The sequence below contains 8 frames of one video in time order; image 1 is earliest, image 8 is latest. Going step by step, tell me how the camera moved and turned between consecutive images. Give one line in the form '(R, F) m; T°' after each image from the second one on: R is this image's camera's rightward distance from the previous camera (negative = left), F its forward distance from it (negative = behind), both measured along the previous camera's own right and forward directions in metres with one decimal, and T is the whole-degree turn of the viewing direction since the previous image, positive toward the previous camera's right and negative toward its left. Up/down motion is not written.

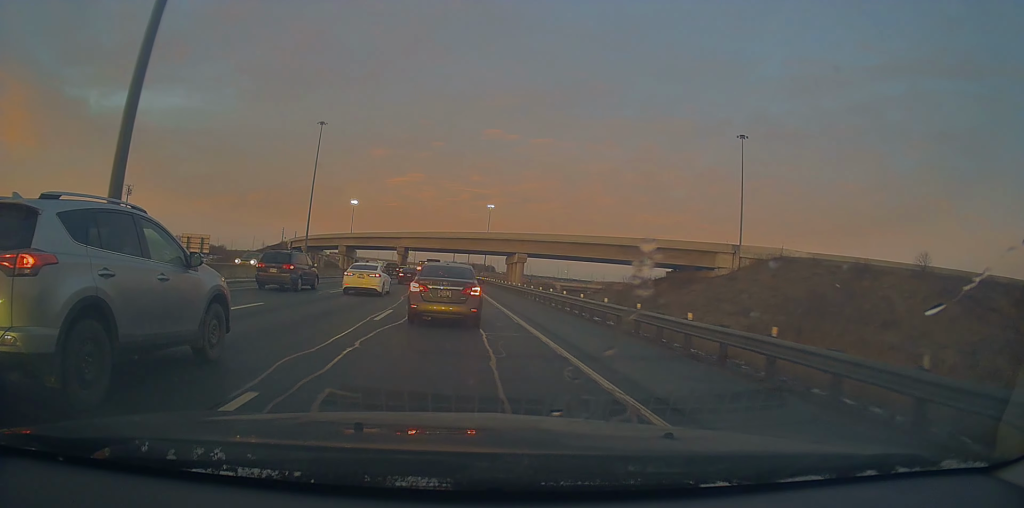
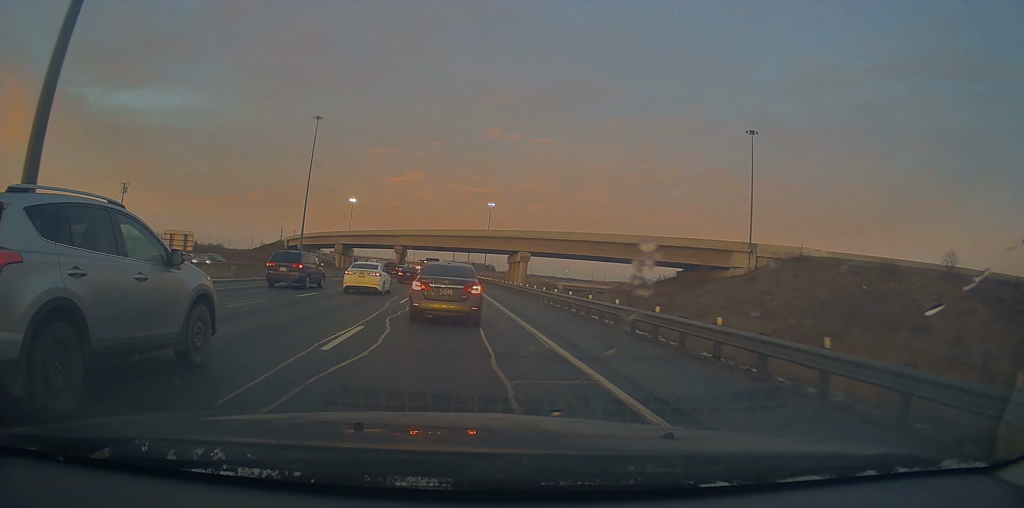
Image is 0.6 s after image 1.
(-0.6, +5.3) m; -2°
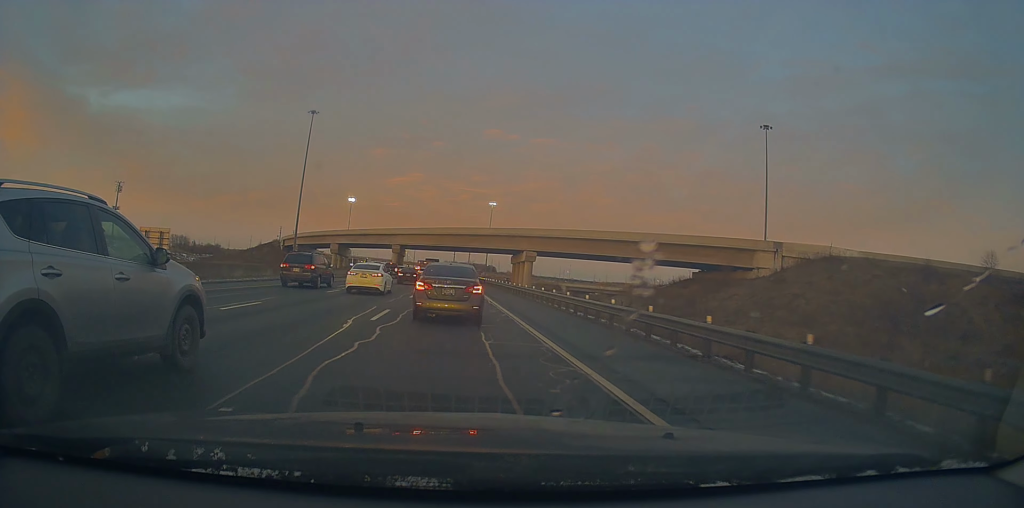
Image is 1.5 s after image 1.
(0.0, +7.0) m; +1°
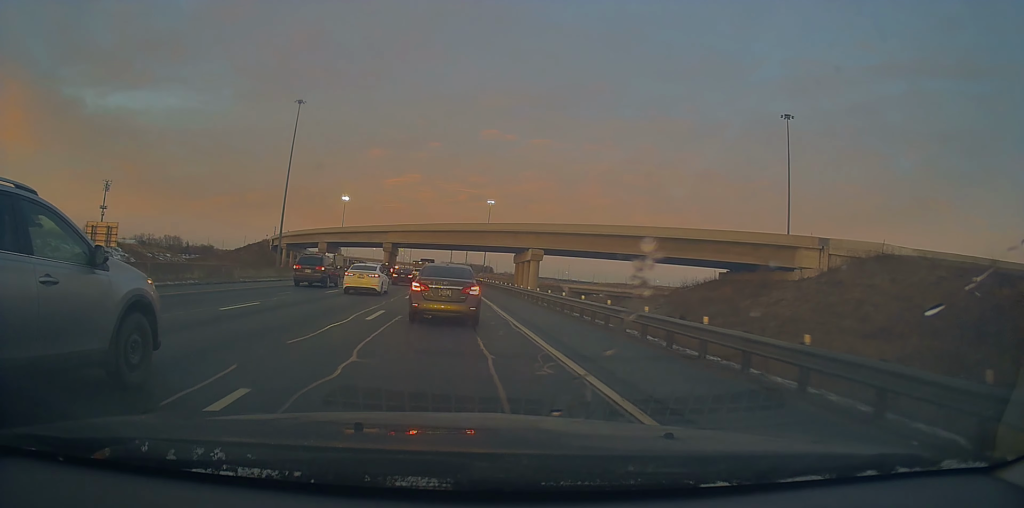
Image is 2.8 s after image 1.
(+0.3, +11.0) m; -1°
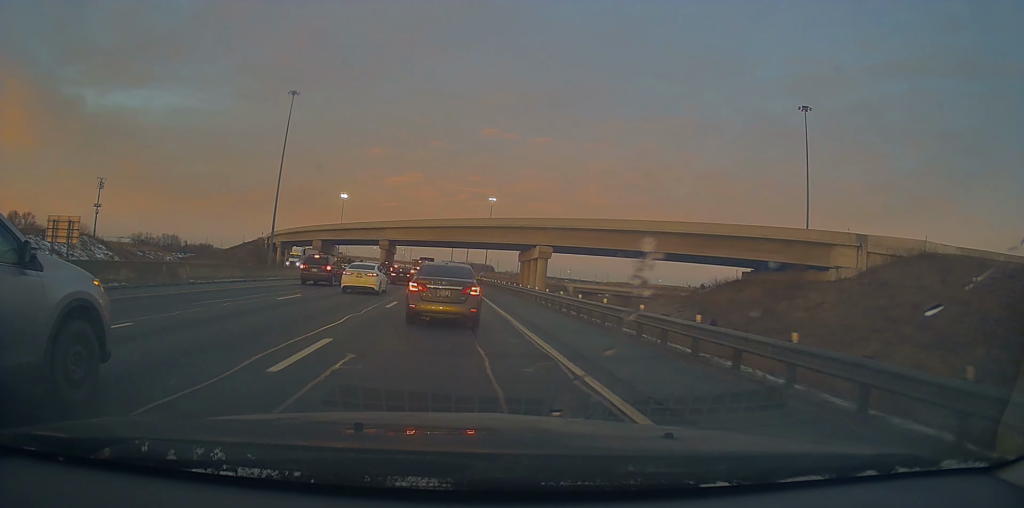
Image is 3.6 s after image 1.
(-0.3, +7.0) m; +2°
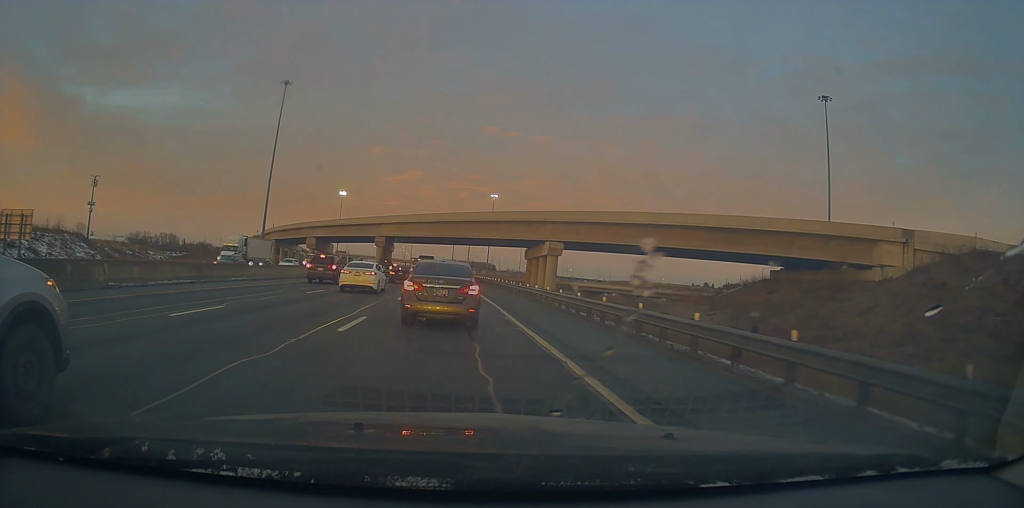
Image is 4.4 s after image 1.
(+0.4, +7.6) m; +4°
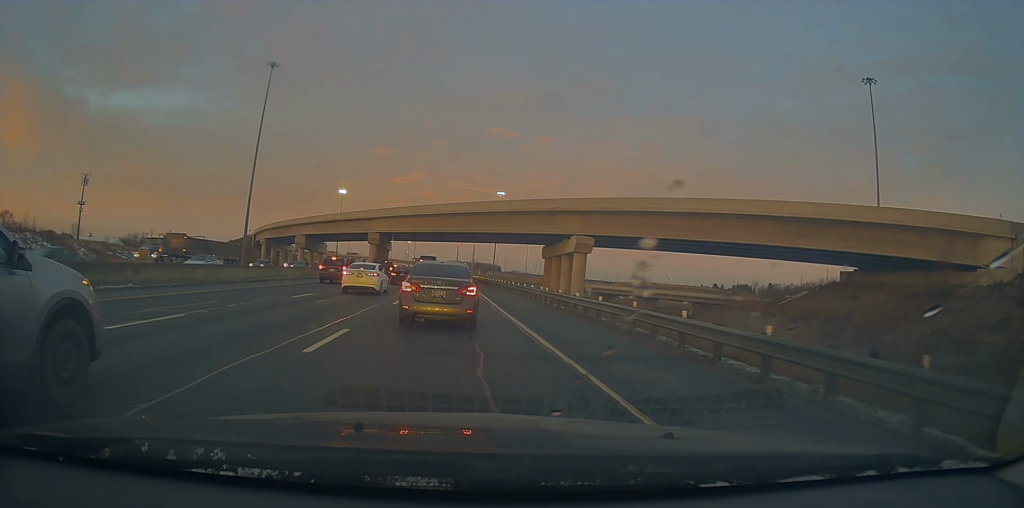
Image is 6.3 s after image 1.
(0.0, +15.3) m; -4°
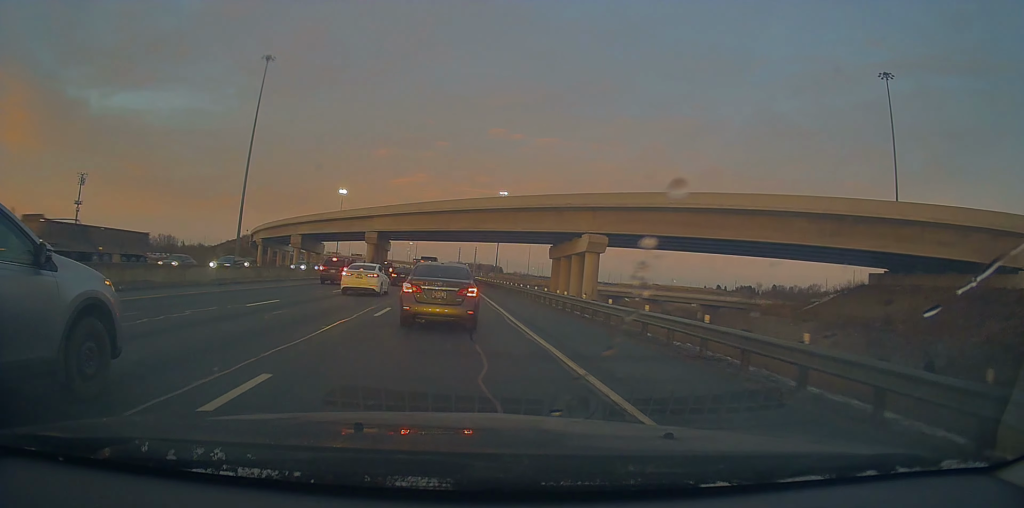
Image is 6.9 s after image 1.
(-0.1, +4.9) m; -2°
